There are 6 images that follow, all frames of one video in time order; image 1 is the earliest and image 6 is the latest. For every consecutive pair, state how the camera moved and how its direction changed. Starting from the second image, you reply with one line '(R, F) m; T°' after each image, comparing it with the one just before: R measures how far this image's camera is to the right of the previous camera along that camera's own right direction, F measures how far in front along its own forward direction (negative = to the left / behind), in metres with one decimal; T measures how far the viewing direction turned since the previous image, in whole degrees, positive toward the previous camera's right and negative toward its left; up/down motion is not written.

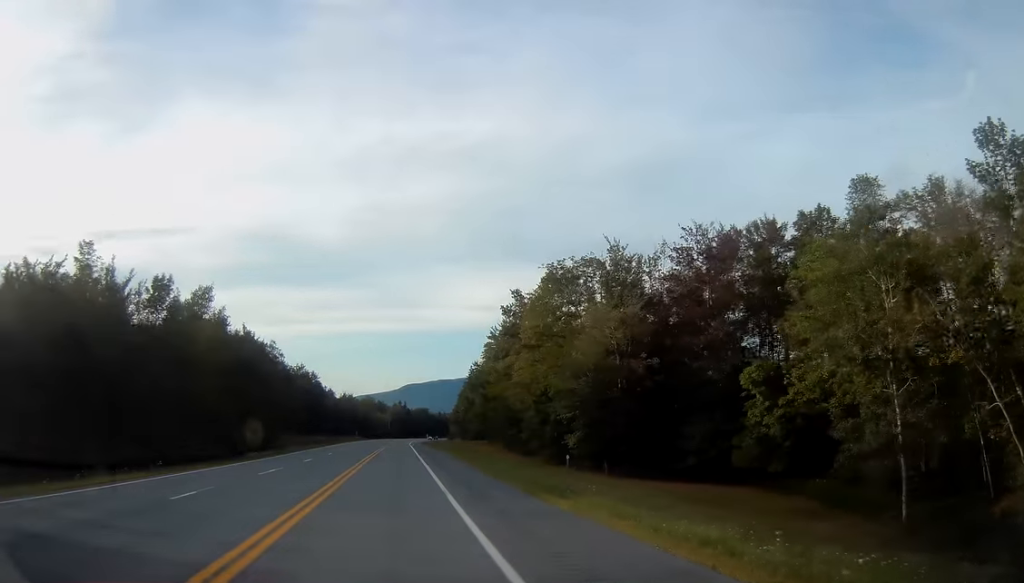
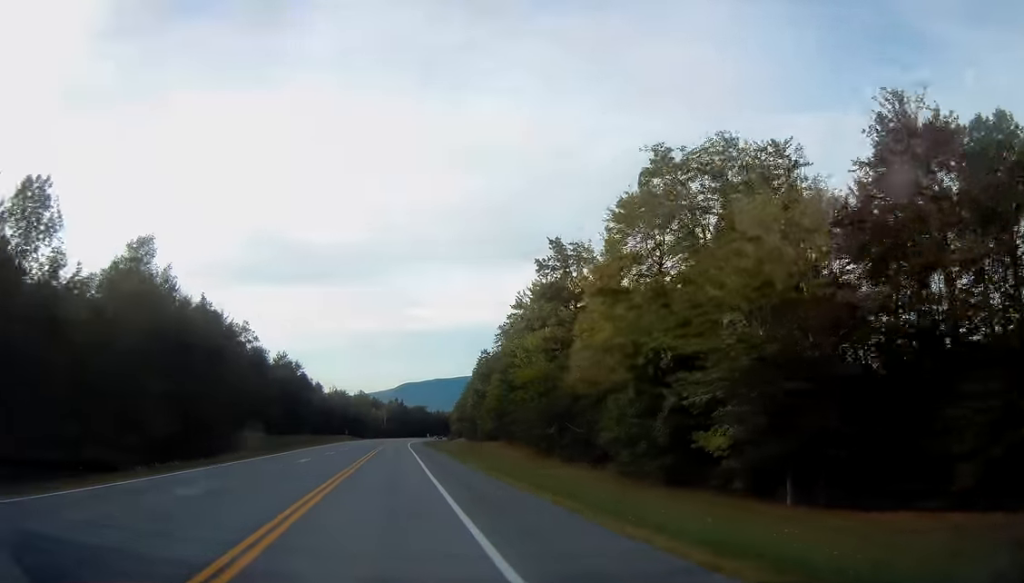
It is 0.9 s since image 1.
(+0.2, +24.8) m; 0°
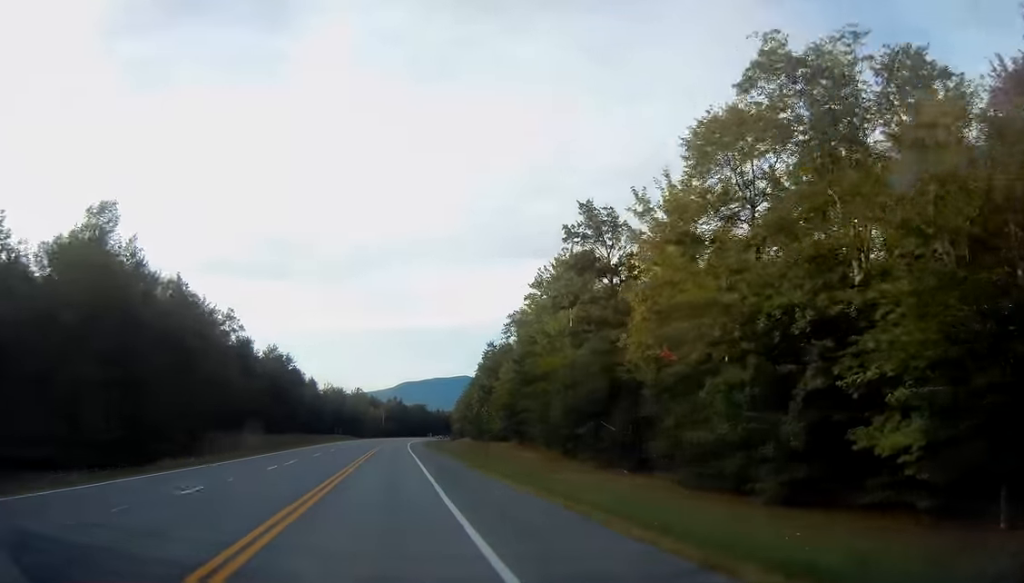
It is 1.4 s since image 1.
(-0.1, +11.5) m; 0°
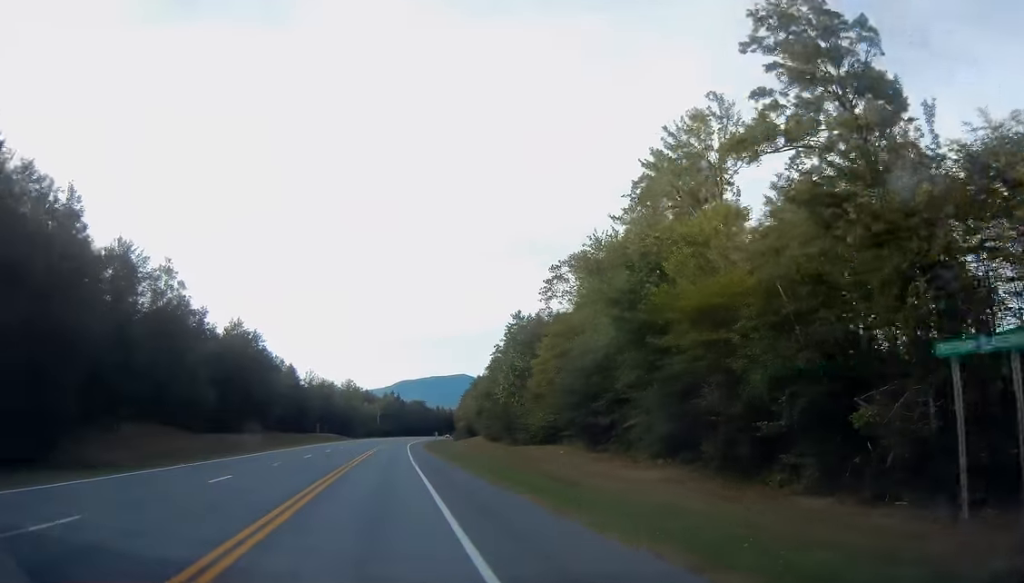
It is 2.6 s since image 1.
(+0.1, +32.9) m; 0°
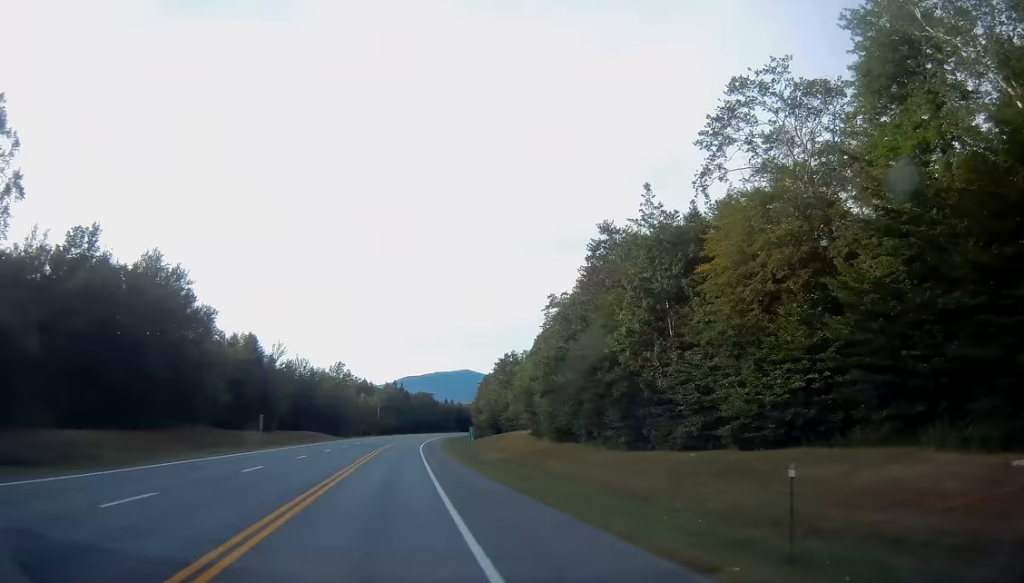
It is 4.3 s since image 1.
(-0.2, +45.4) m; 0°
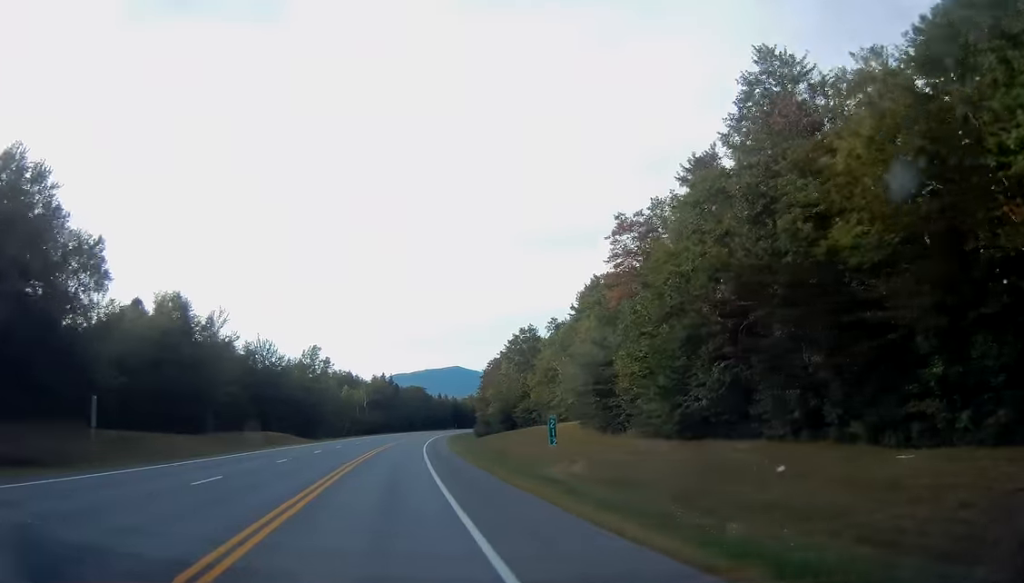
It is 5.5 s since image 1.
(+0.3, +32.0) m; +1°
